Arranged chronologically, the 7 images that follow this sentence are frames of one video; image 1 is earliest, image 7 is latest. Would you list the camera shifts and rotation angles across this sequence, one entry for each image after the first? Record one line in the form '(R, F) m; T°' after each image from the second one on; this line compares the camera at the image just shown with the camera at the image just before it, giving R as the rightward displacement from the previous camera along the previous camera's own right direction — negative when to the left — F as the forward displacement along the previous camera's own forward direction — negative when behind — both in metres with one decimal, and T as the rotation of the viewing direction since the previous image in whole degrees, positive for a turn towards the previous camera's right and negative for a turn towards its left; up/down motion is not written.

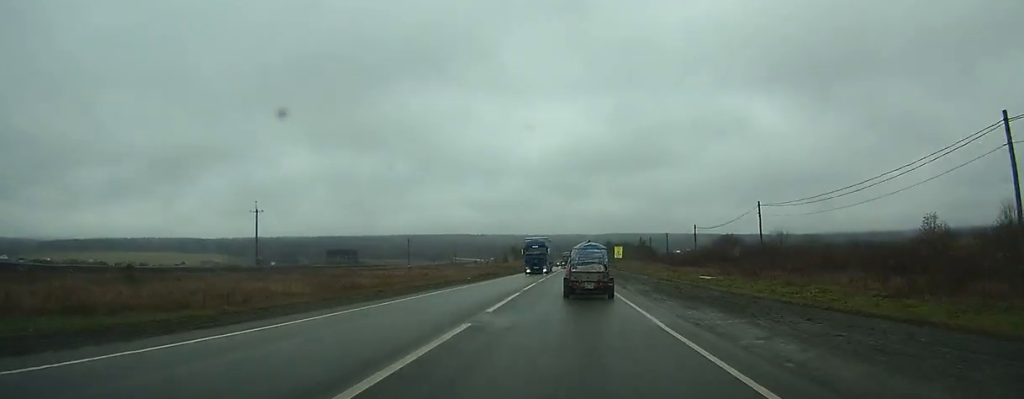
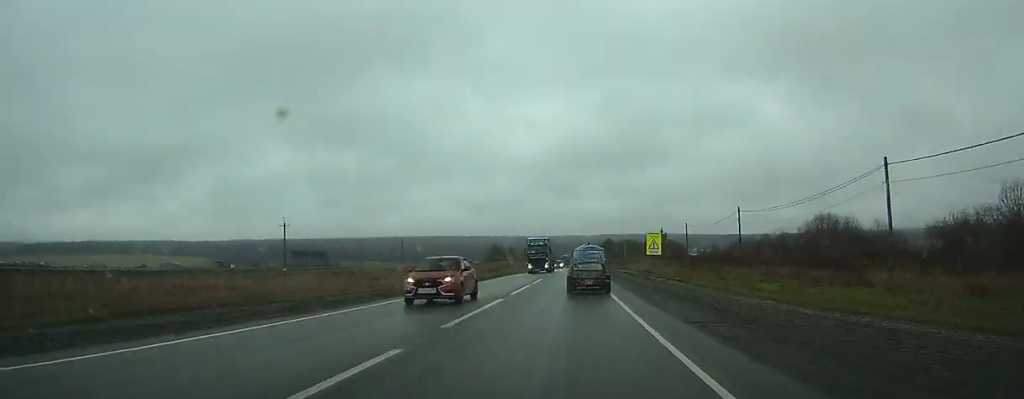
(+0.3, +66.3) m; 0°
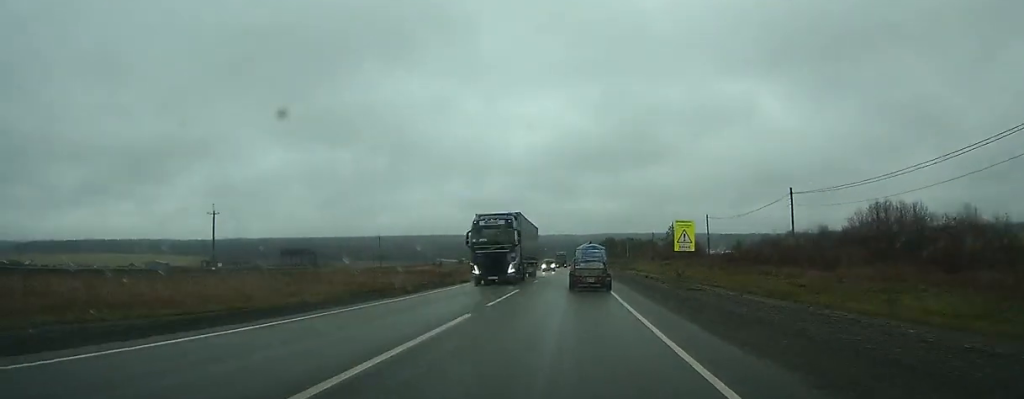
(0.0, +19.4) m; 0°
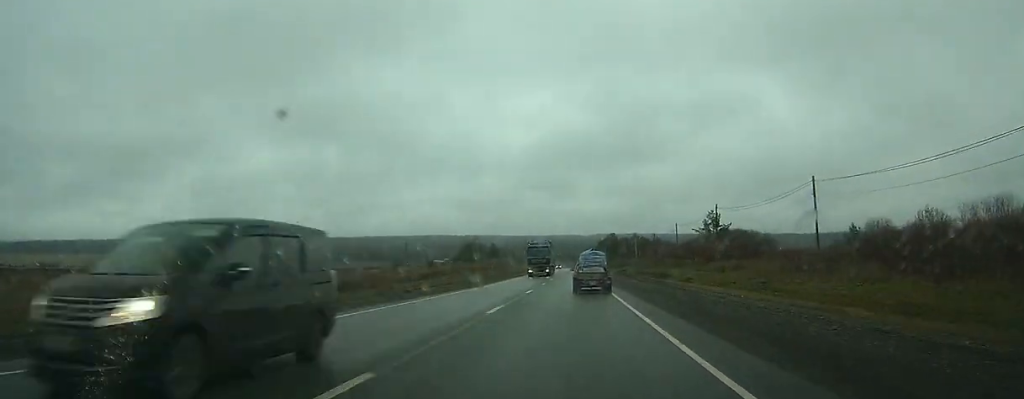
(+0.1, +45.0) m; 0°
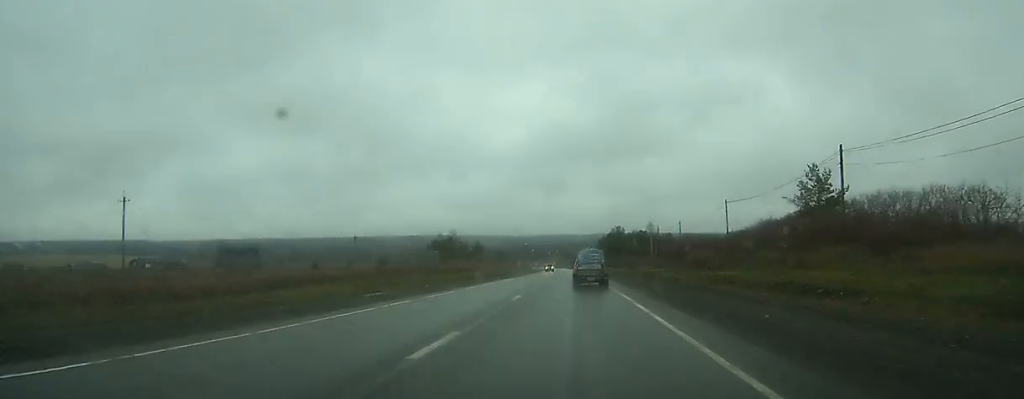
(+0.2, +44.8) m; 0°
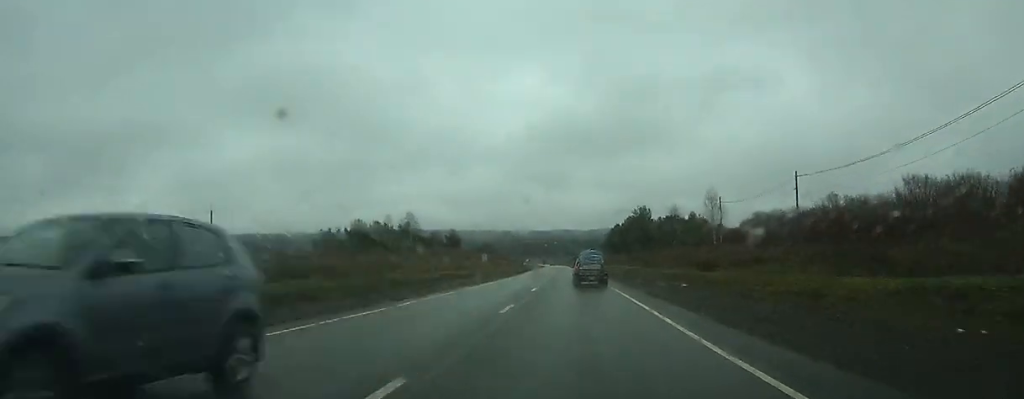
(+0.1, +63.7) m; 0°
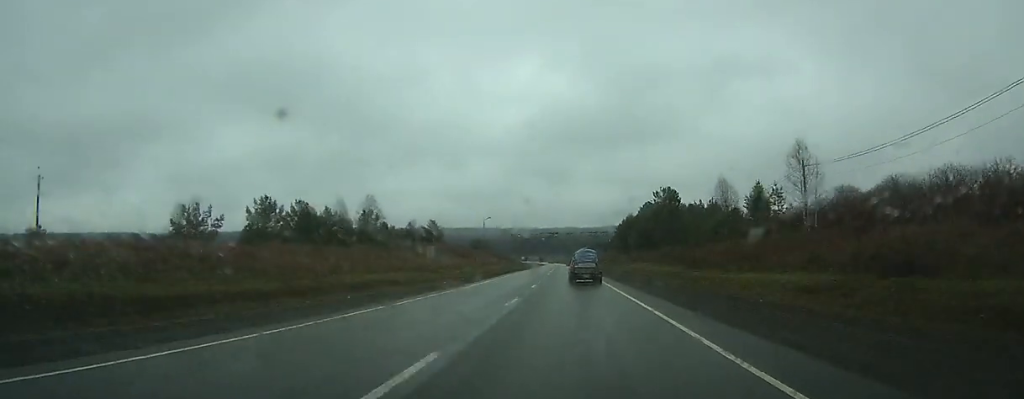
(+0.1, +33.1) m; 0°
